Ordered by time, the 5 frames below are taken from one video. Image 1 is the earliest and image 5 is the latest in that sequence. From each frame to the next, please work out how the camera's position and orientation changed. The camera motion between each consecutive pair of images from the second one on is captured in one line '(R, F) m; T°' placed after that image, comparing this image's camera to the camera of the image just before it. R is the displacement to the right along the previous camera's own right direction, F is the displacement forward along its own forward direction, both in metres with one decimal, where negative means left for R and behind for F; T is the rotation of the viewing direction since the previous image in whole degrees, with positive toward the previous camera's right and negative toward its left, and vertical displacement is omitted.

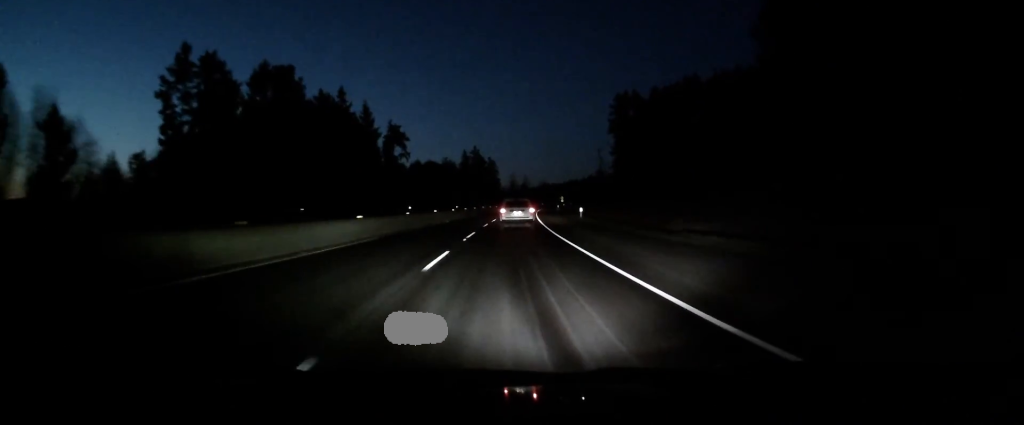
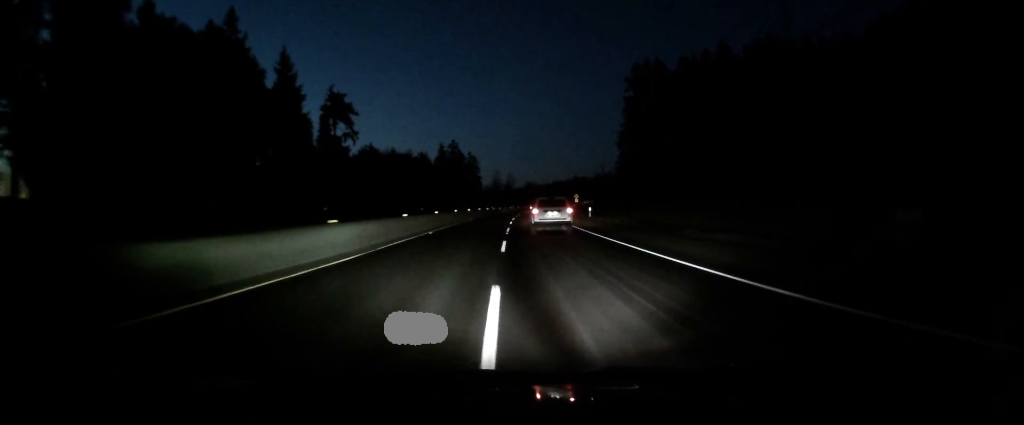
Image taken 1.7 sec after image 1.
(+0.7, +45.7) m; +2°
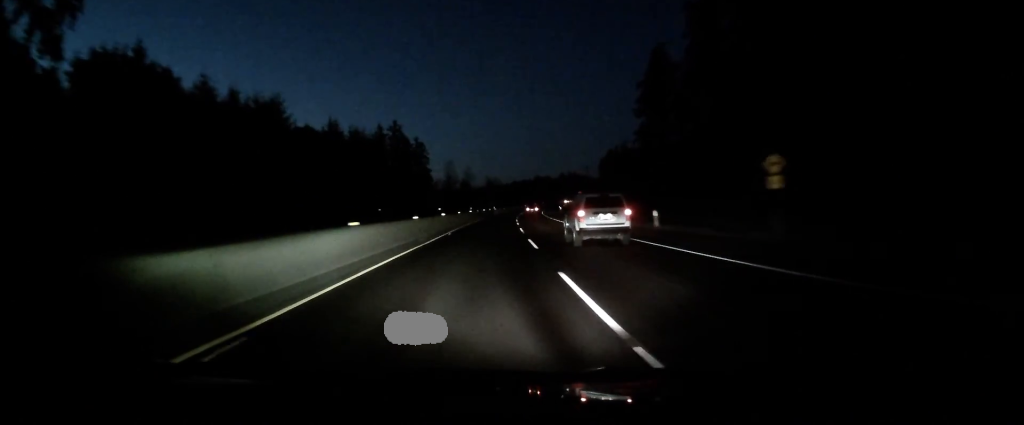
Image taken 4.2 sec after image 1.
(+2.5, +75.2) m; +5°
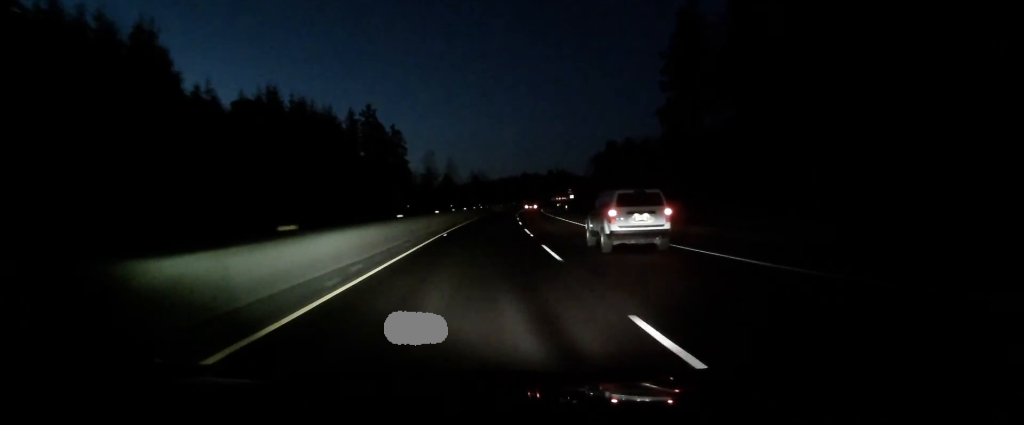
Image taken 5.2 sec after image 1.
(+0.6, +31.0) m; +1°
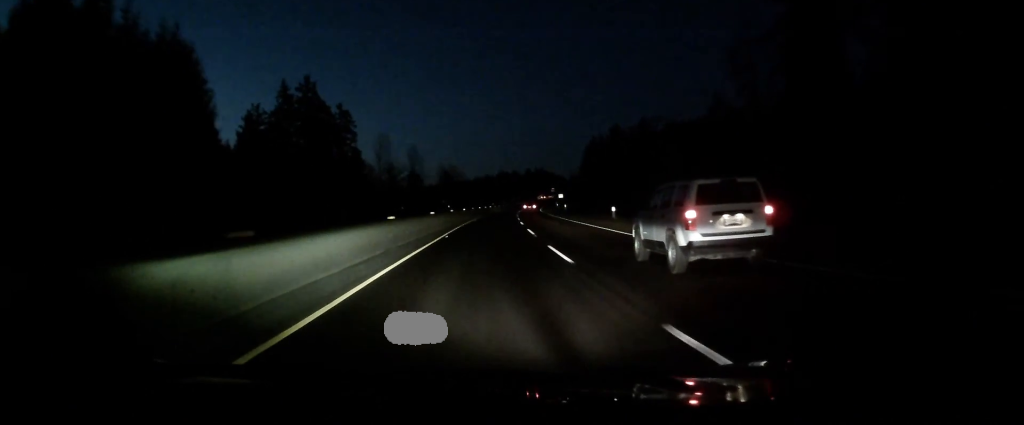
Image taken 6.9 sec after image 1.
(+0.5, +52.9) m; +1°
